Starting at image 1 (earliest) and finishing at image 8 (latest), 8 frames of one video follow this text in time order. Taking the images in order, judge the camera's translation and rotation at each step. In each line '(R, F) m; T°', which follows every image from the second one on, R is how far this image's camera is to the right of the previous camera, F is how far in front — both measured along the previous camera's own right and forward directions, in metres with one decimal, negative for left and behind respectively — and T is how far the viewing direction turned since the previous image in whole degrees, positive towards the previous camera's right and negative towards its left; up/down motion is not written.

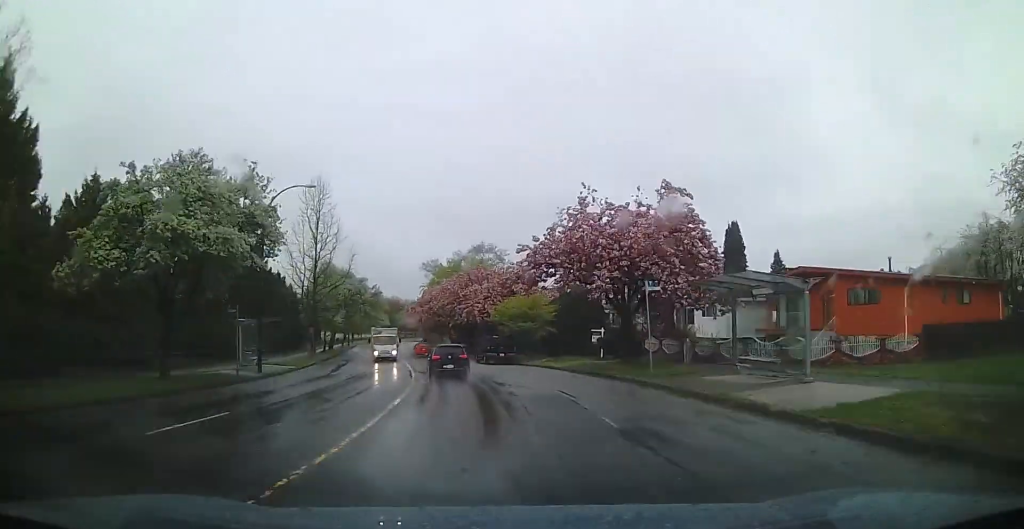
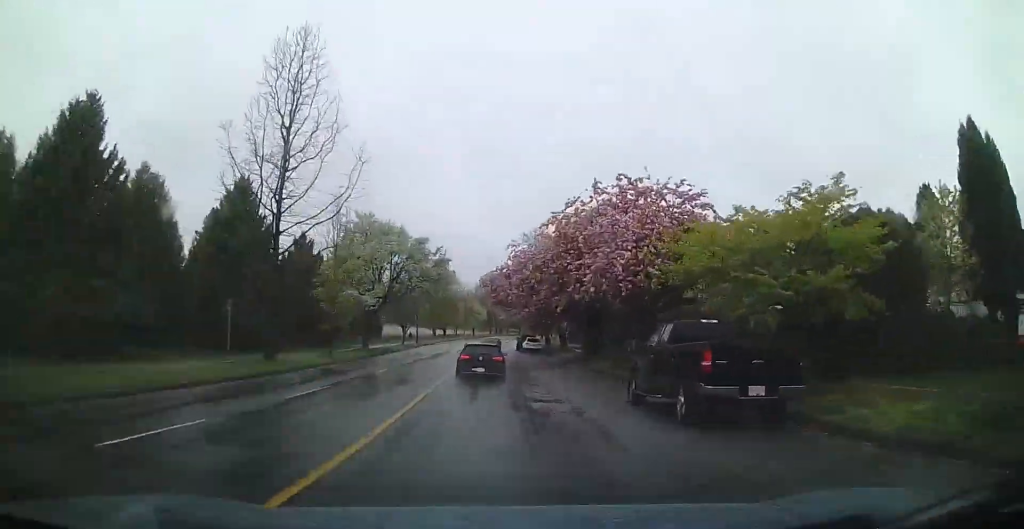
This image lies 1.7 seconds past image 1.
(-2.0, +32.1) m; -7°
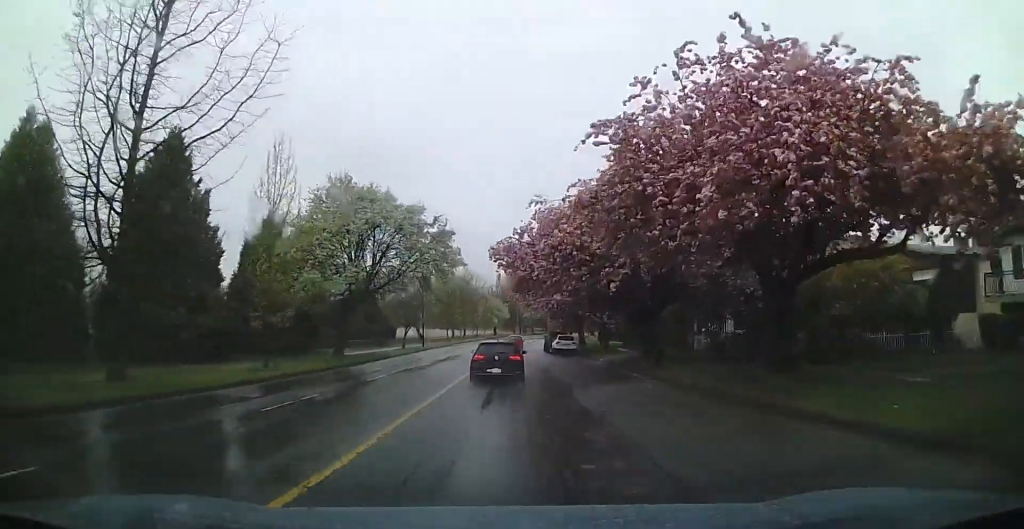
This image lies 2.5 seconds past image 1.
(0.0, +13.5) m; -2°
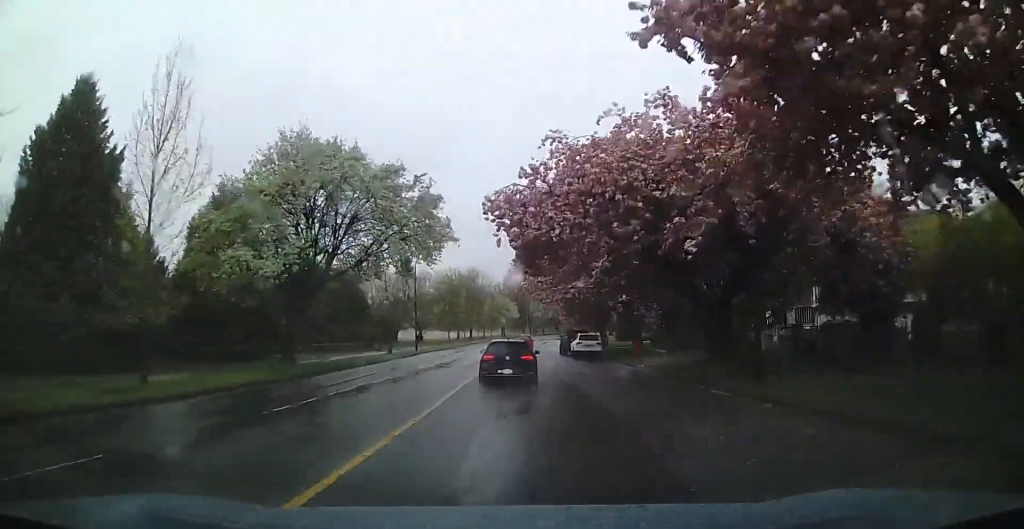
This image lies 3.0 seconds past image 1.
(-0.5, +9.8) m; -1°
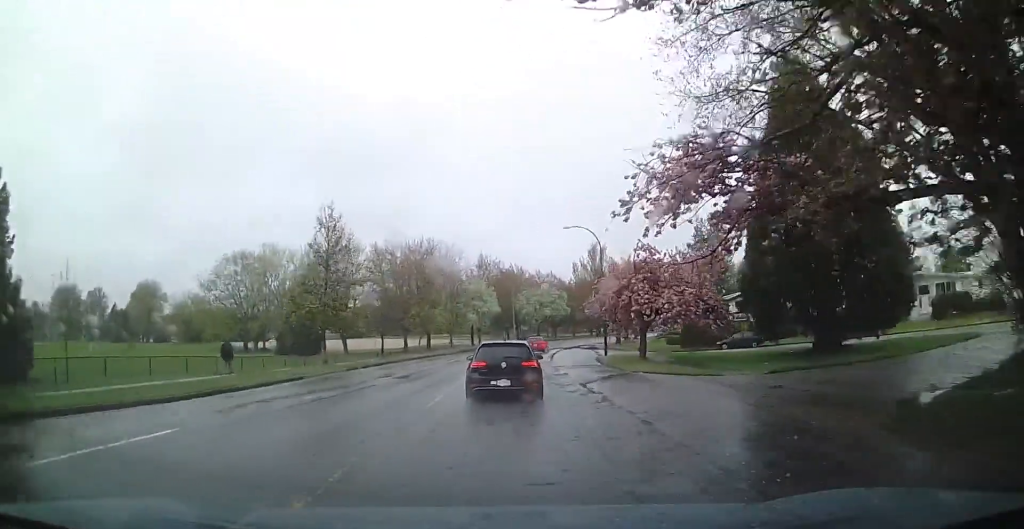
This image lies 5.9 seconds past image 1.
(-12.8, +47.7) m; -21°
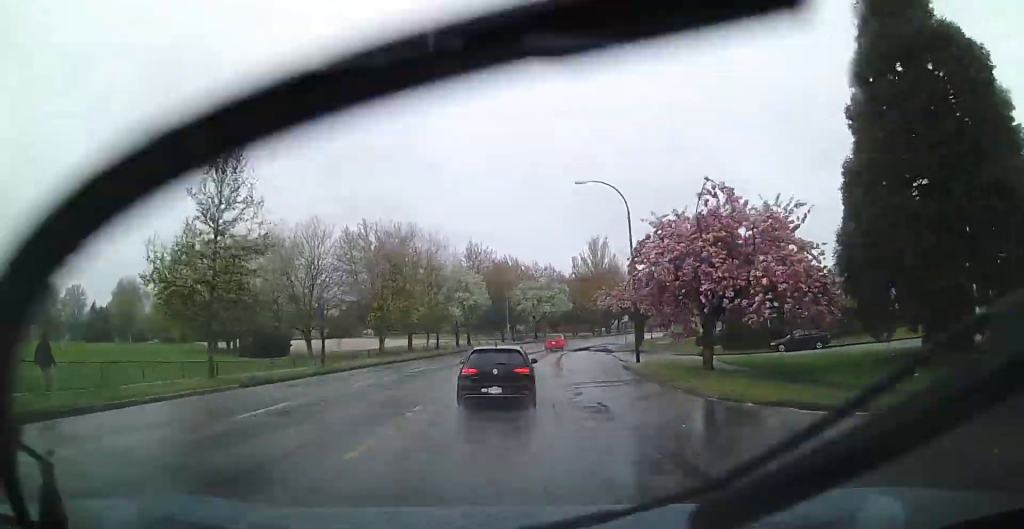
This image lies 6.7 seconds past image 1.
(+1.3, +13.2) m; +6°
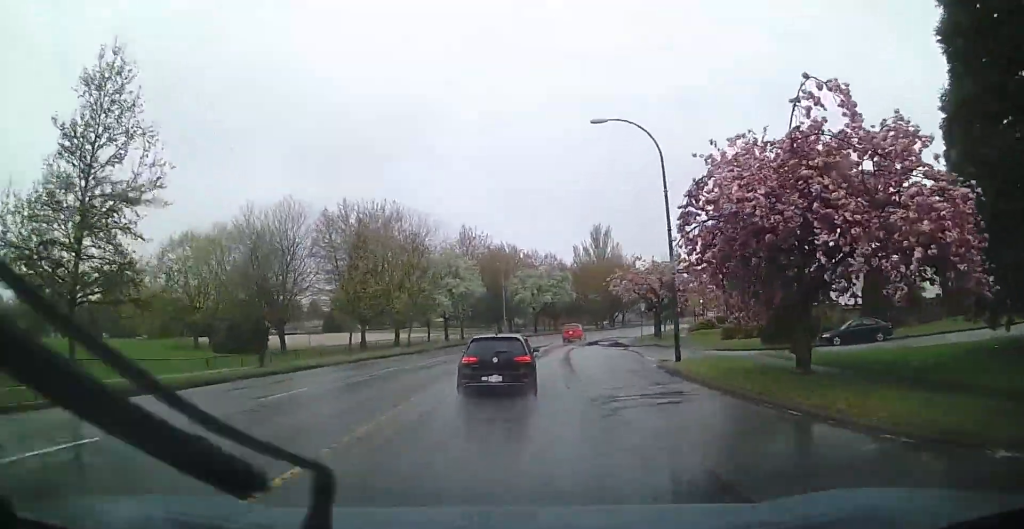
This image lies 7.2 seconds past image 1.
(+0.4, +8.0) m; -1°
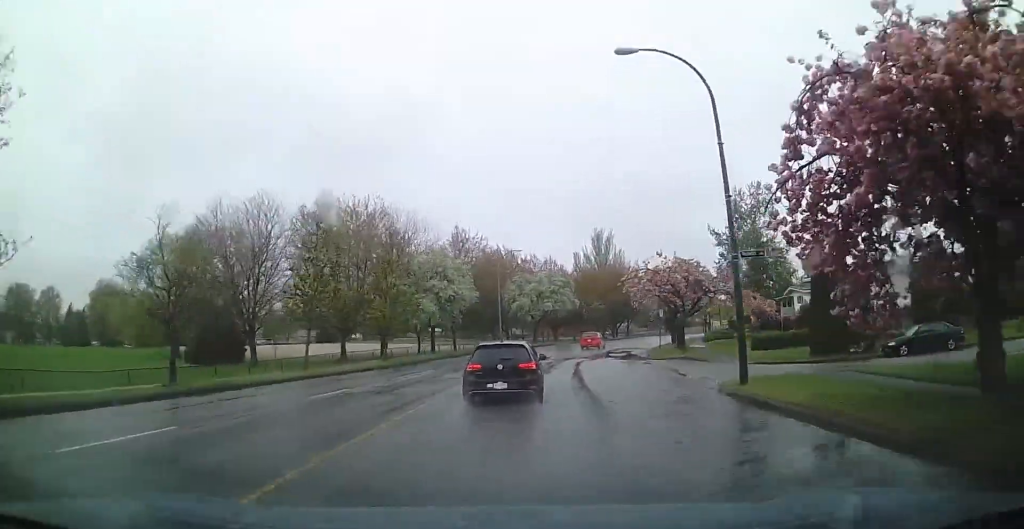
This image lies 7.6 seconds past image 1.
(-0.1, +6.8) m; -1°
